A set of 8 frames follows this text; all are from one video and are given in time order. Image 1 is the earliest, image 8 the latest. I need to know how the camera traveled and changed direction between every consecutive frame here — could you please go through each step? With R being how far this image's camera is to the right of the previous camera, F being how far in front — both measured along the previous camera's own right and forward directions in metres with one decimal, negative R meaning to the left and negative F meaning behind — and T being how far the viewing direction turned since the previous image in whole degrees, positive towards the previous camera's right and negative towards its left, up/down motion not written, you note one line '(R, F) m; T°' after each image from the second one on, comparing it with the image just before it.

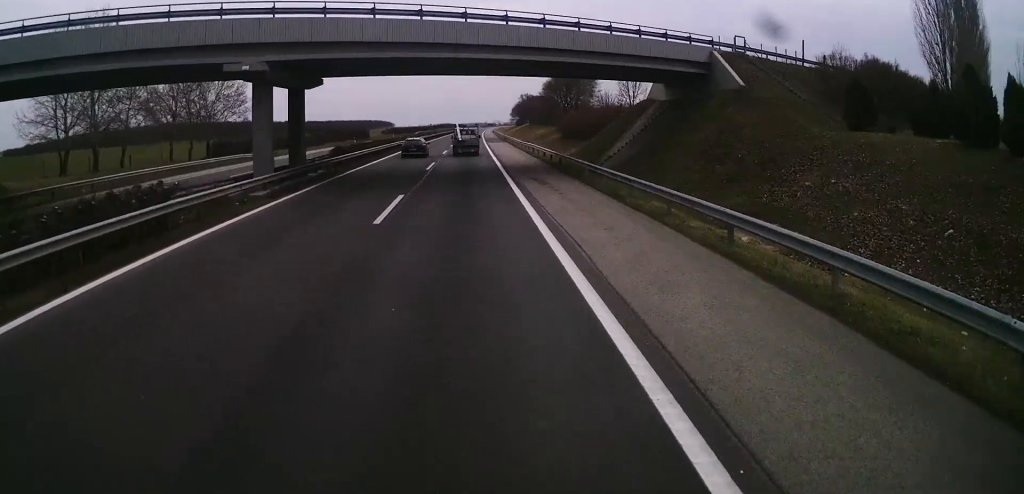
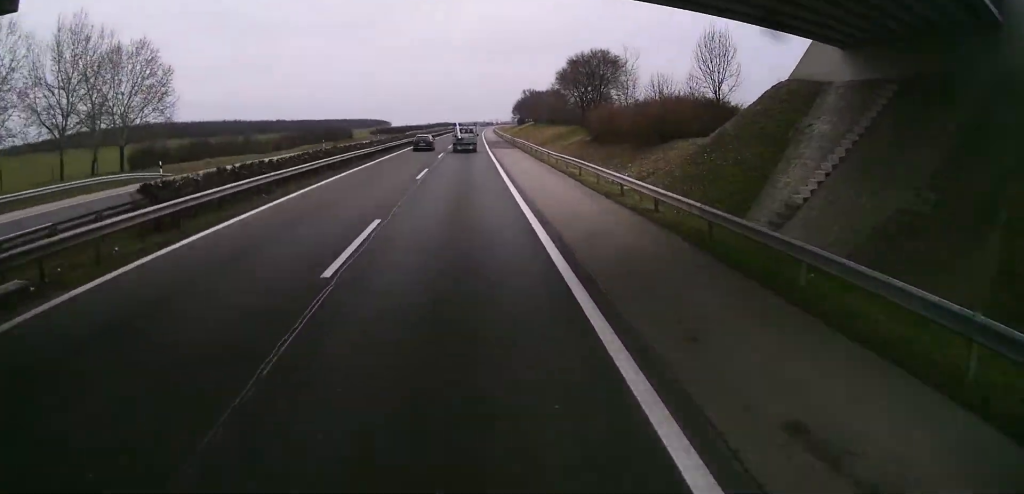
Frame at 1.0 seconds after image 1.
(+0.3, +25.0) m; +2°
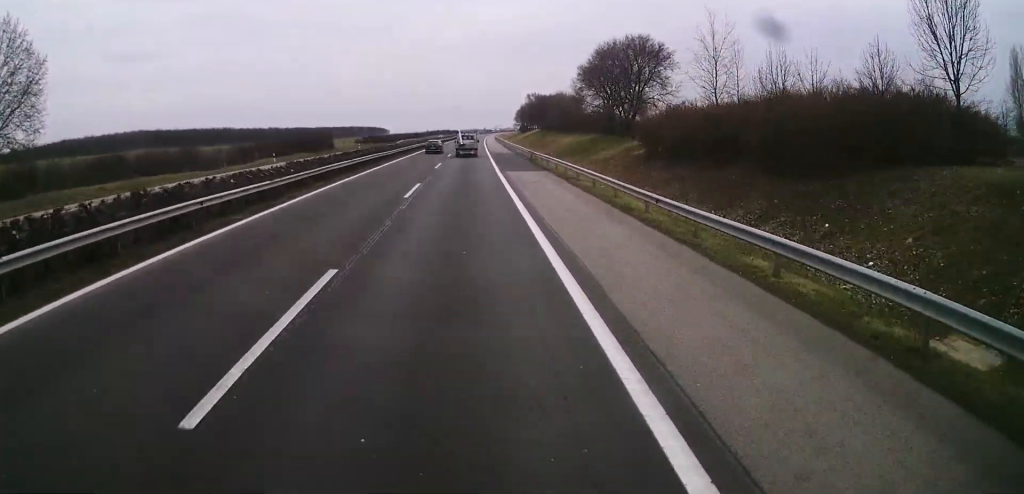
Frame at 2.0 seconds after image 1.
(+0.4, +24.6) m; -1°
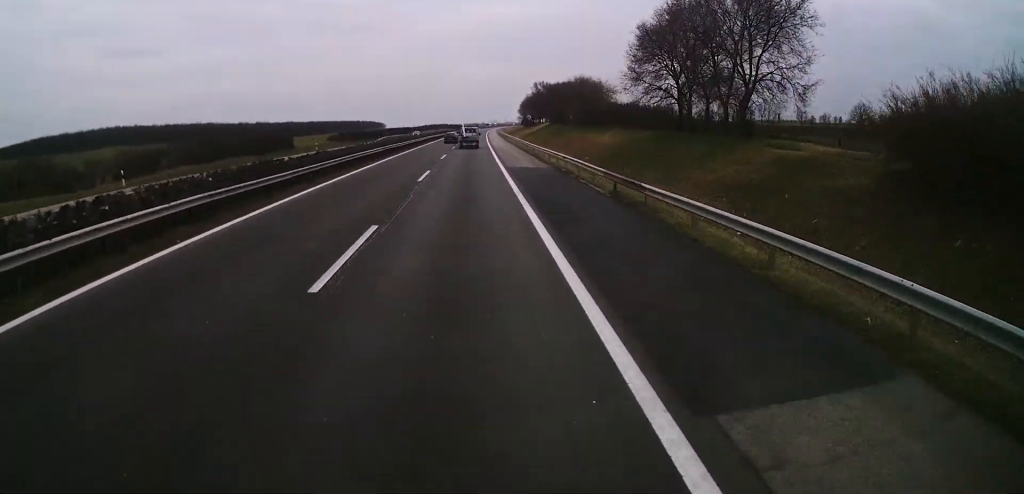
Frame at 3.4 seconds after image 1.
(-0.6, +32.9) m; -1°
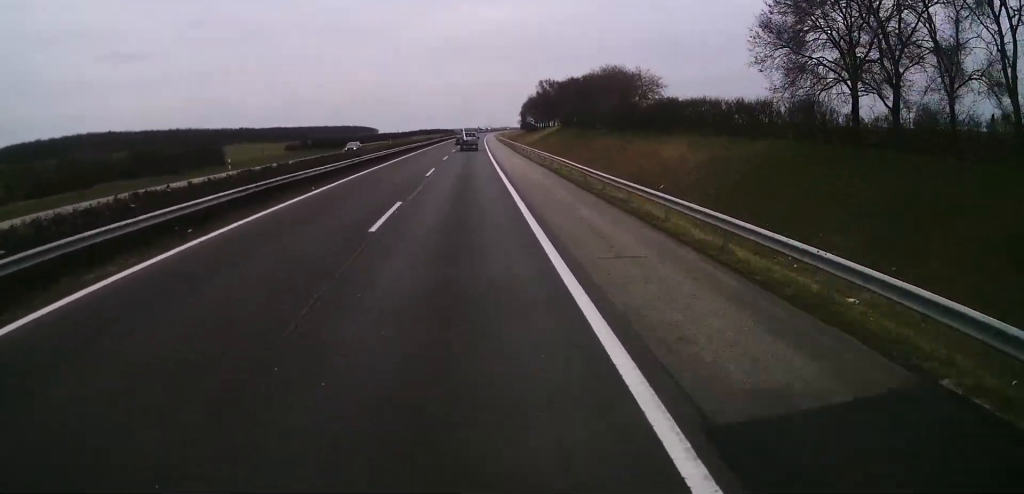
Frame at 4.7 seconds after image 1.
(+0.2, +30.7) m; 0°
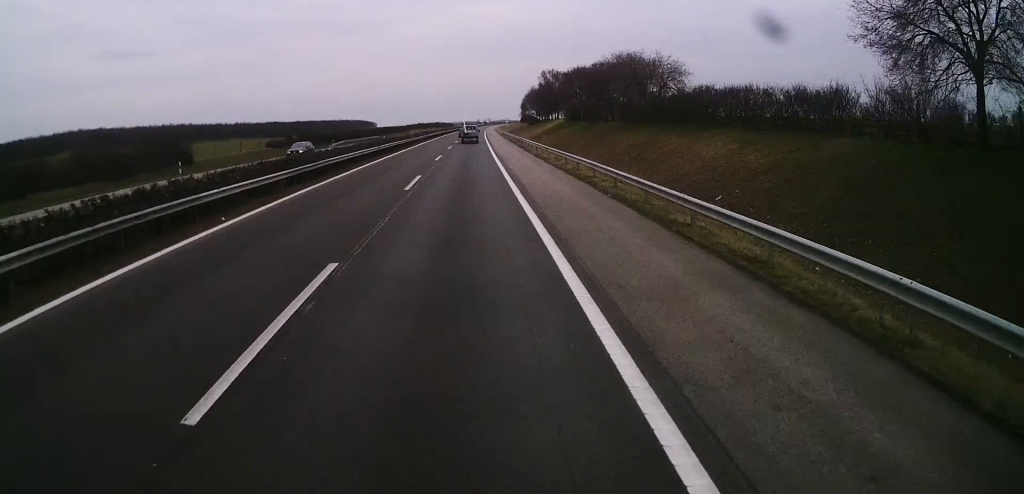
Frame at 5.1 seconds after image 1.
(0.0, +10.2) m; 0°
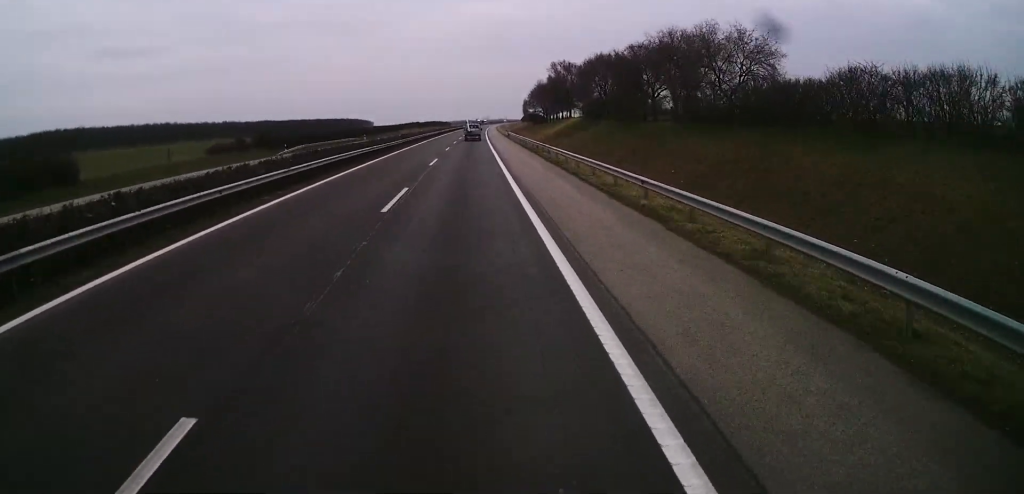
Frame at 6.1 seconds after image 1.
(0.0, +24.1) m; 0°
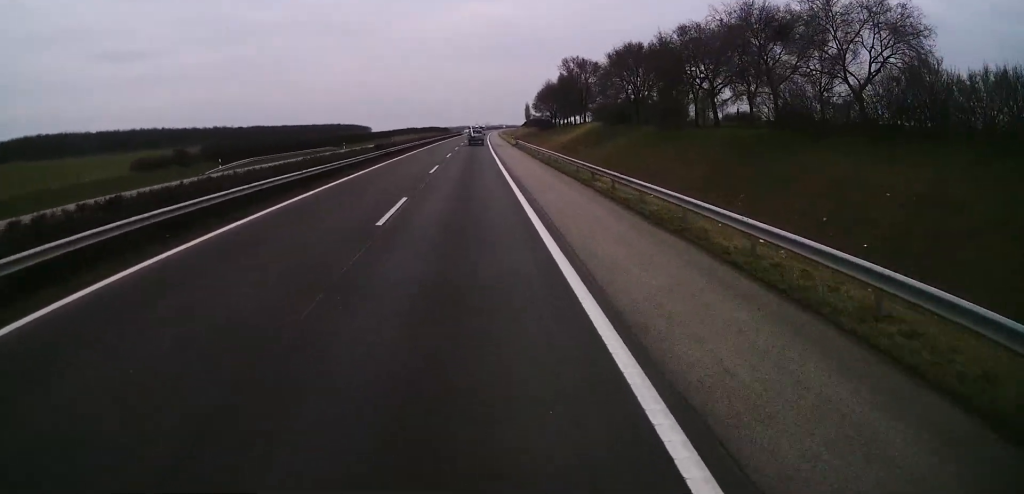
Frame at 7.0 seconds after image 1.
(0.0, +19.3) m; 0°
